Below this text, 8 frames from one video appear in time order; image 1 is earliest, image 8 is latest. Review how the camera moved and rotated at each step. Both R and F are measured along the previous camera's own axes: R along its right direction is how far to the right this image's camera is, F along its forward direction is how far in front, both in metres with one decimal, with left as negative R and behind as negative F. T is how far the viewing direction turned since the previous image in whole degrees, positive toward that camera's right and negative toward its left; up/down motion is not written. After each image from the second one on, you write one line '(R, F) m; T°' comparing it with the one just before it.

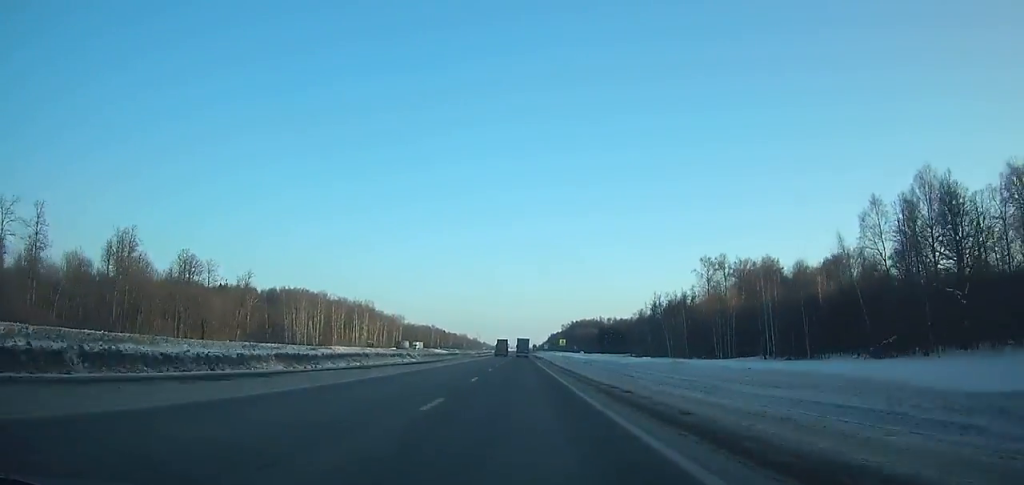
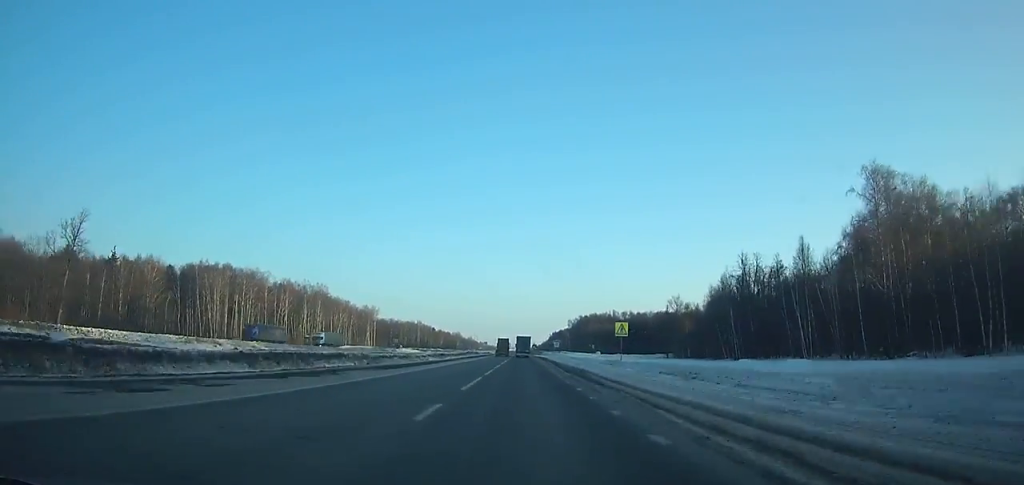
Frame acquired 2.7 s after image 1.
(+0.1, +73.4) m; 0°
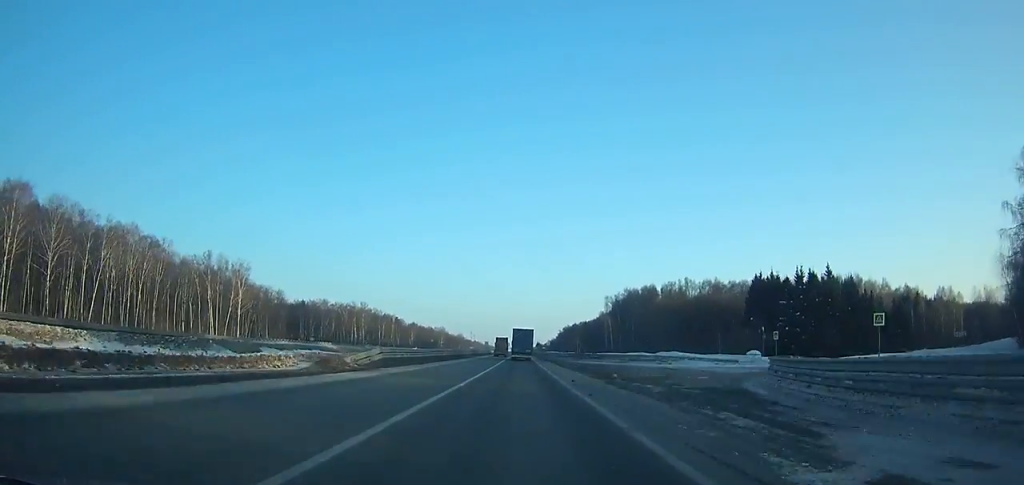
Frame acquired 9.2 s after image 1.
(-0.1, +172.3) m; 0°
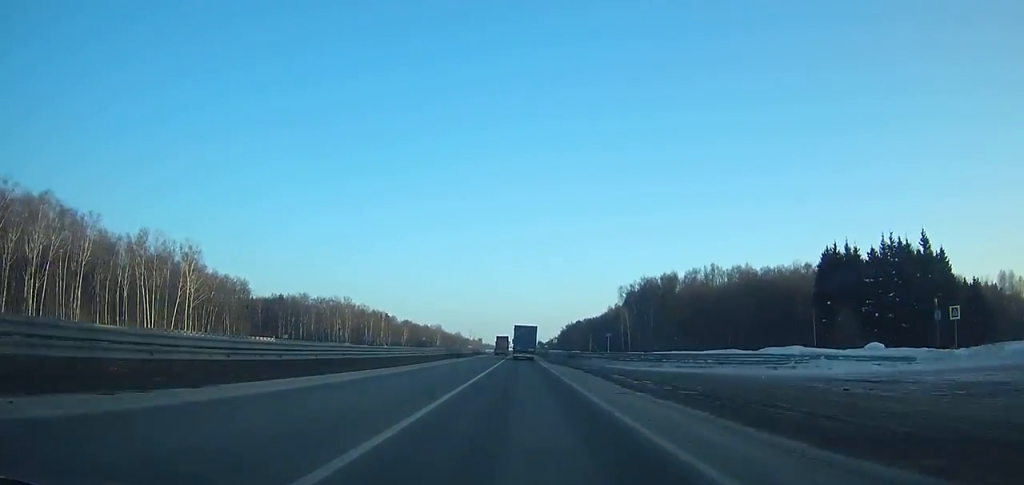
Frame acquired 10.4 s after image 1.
(0.0, +30.9) m; 0°
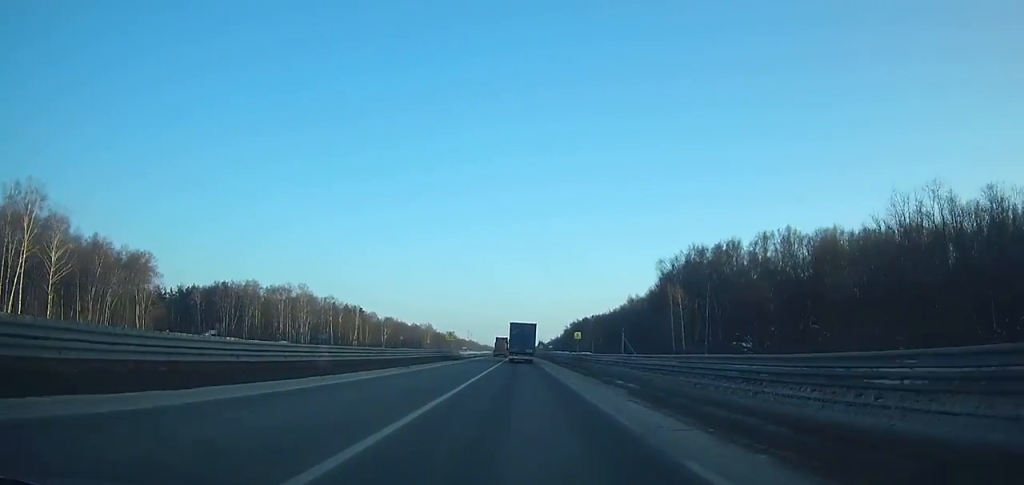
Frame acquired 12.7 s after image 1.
(-0.2, +57.4) m; 0°
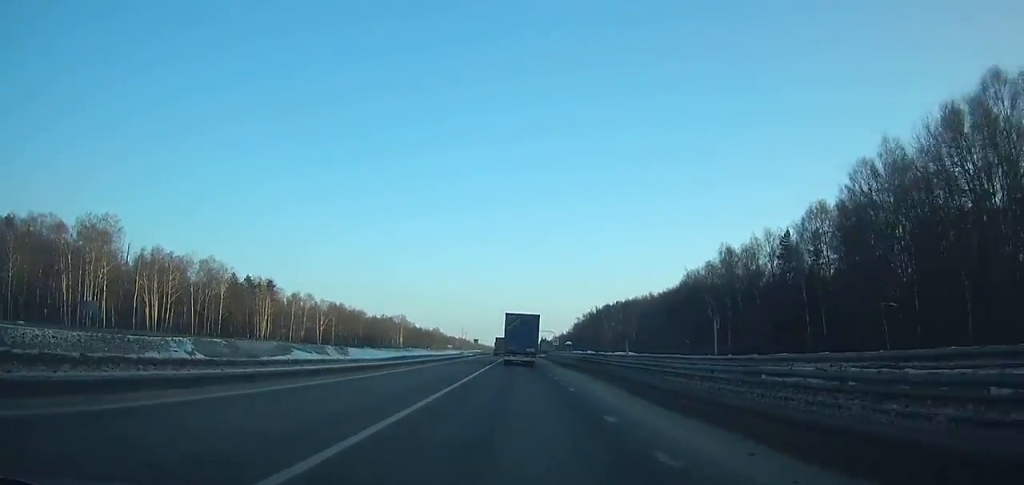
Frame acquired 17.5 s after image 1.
(+0.4, +114.9) m; 0°
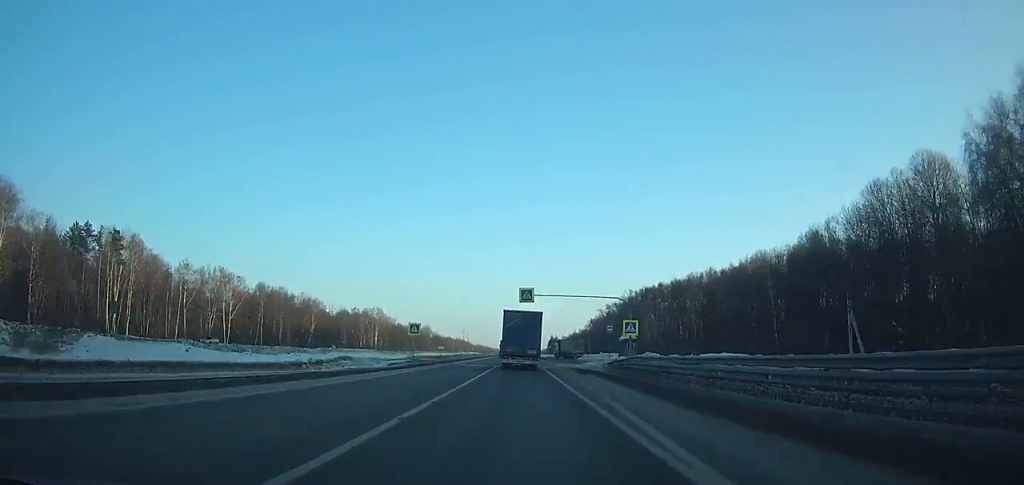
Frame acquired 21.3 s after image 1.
(-0.2, +87.7) m; 0°
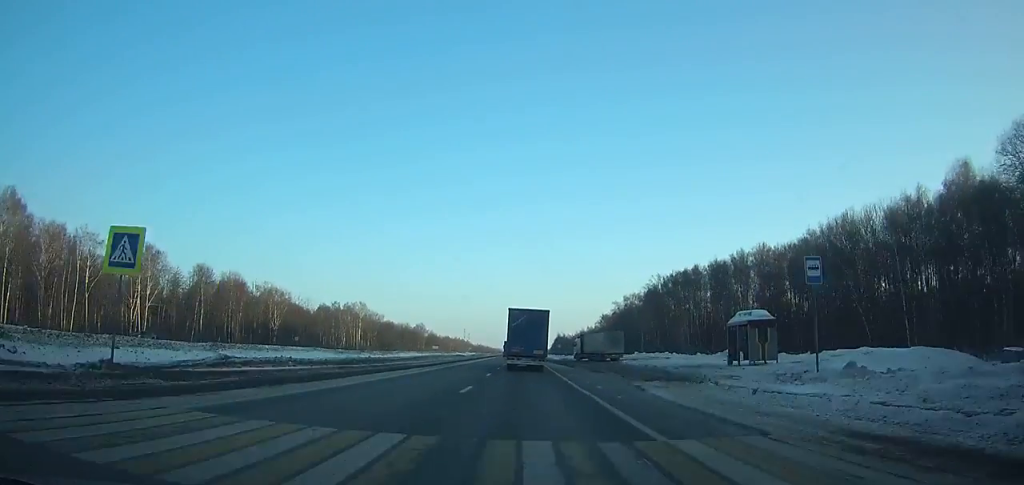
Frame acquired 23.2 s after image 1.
(0.0, +43.4) m; 0°
